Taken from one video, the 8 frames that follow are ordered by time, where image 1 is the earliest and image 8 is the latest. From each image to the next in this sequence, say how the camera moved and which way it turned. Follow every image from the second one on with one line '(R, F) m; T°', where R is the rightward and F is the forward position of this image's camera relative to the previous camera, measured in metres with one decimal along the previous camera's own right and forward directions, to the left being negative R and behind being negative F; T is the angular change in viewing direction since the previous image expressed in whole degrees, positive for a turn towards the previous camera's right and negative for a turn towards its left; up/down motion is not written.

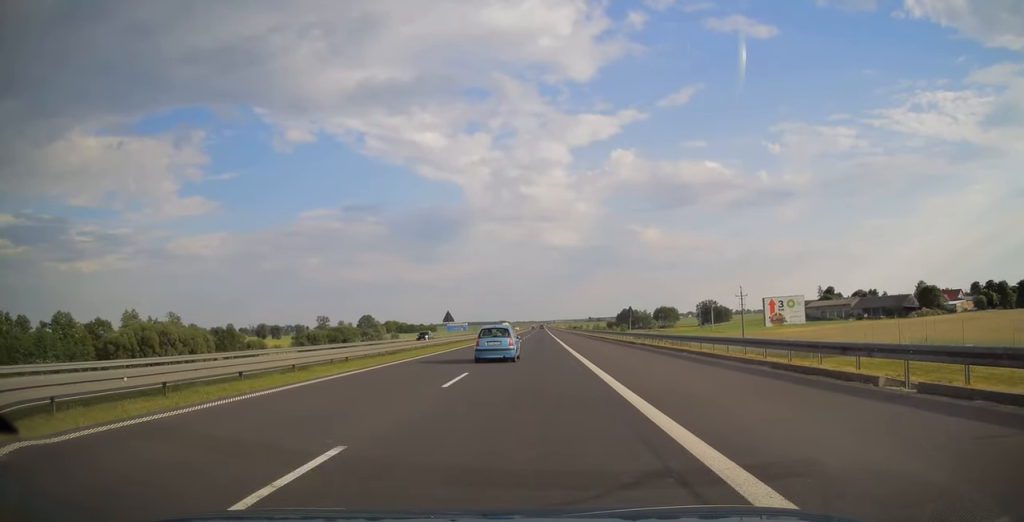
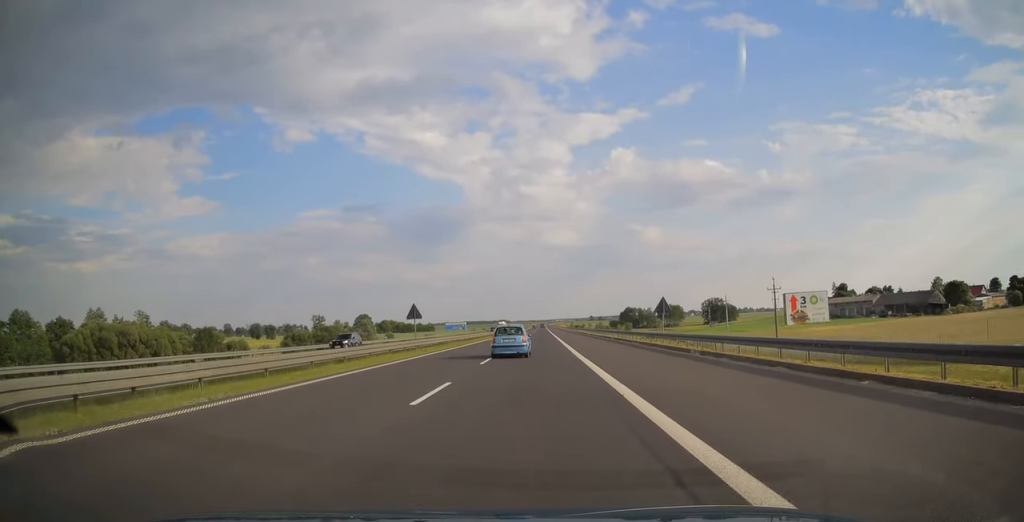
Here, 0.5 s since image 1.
(0.0, +15.3) m; 0°
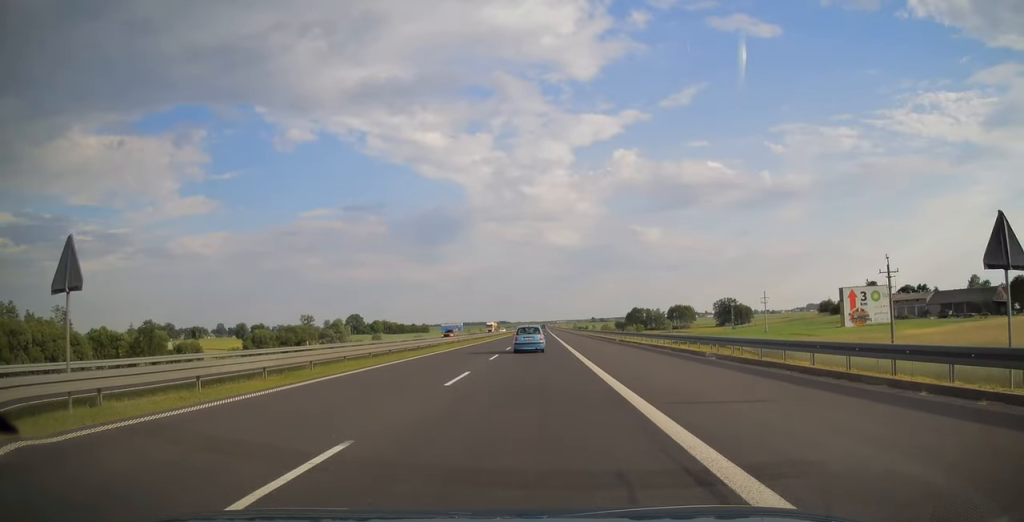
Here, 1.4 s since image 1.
(0.0, +32.2) m; 0°
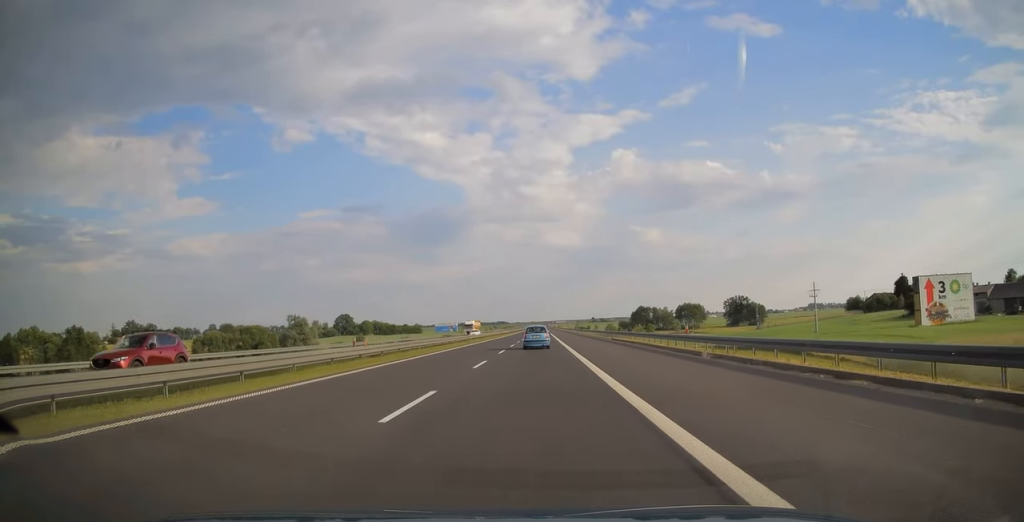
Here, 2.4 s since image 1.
(0.0, +29.4) m; 0°
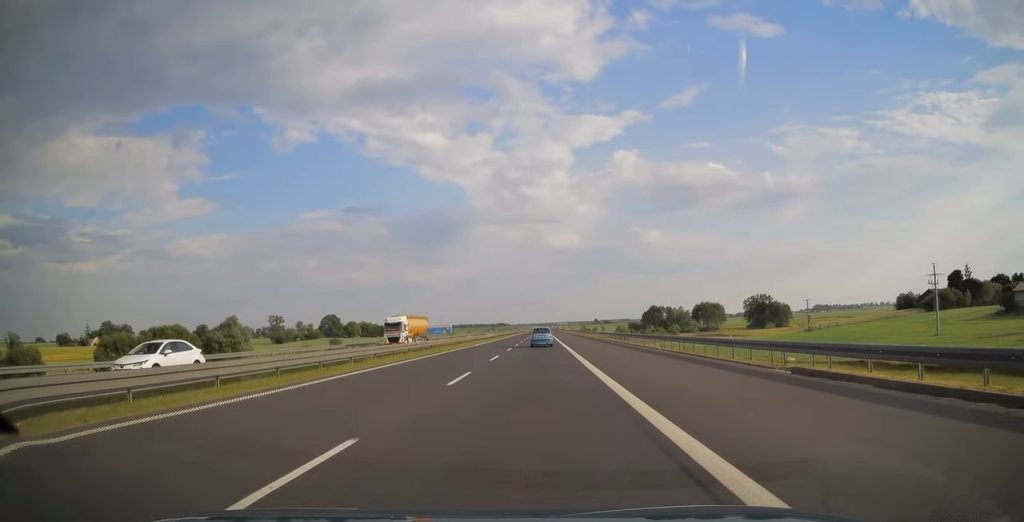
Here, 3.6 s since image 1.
(+0.1, +41.5) m; 0°
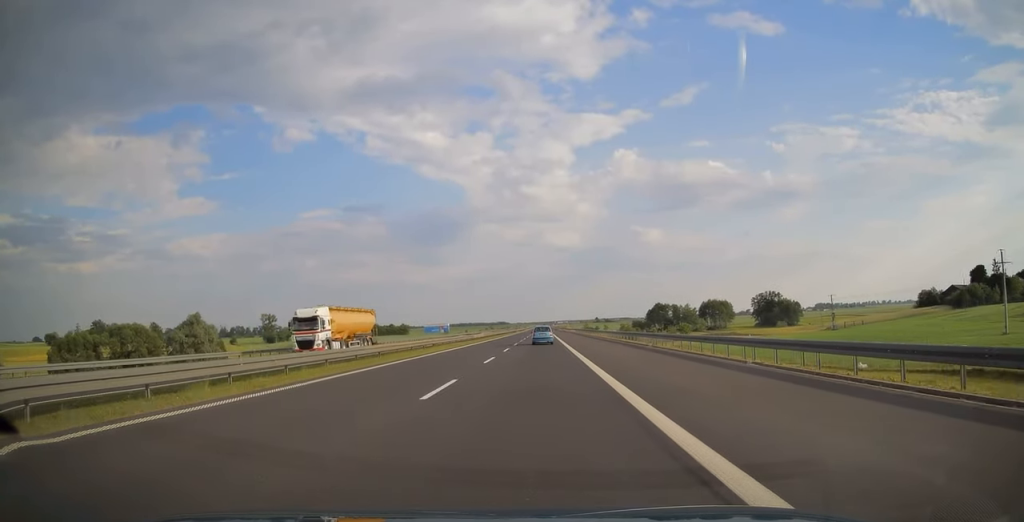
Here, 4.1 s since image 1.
(0.0, +15.3) m; 0°
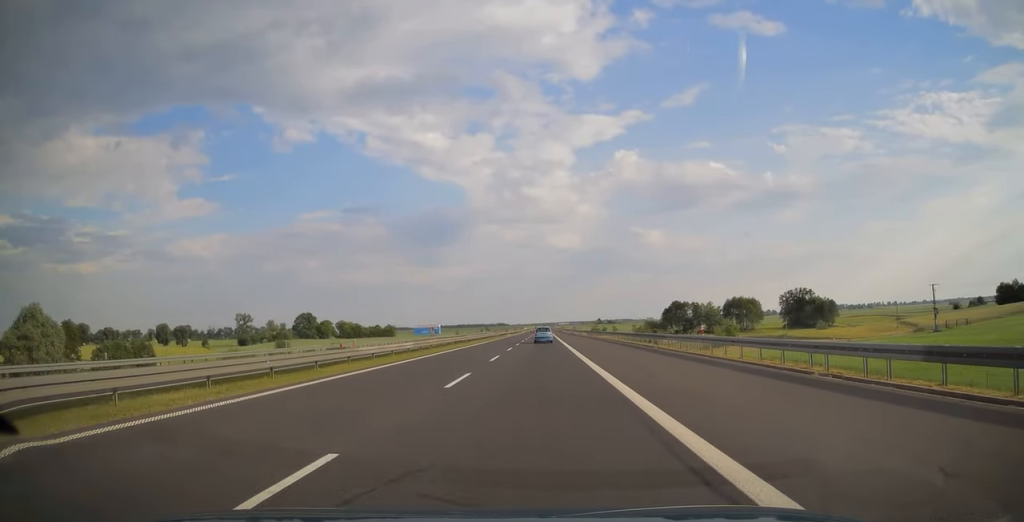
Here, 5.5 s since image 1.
(0.0, +45.2) m; 0°
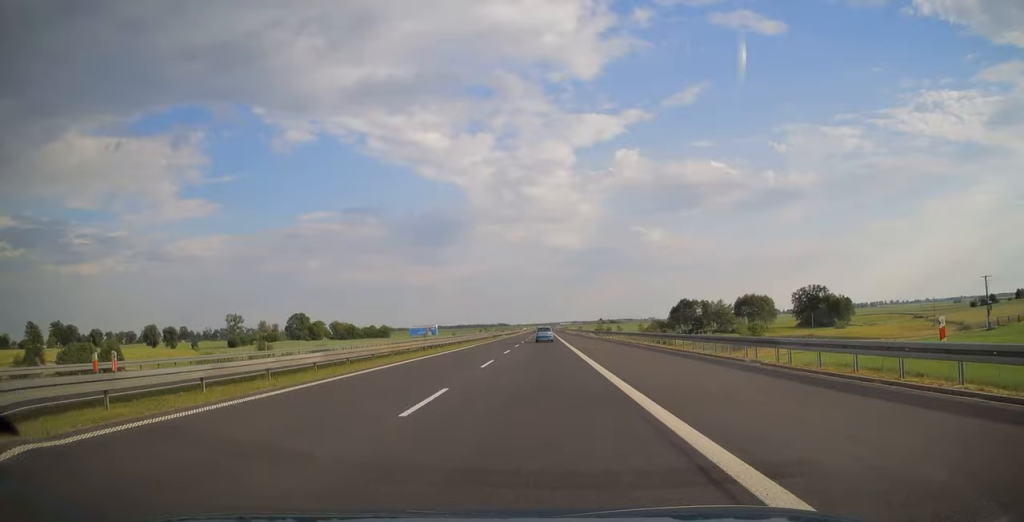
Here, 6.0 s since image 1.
(0.0, +16.3) m; 0°
